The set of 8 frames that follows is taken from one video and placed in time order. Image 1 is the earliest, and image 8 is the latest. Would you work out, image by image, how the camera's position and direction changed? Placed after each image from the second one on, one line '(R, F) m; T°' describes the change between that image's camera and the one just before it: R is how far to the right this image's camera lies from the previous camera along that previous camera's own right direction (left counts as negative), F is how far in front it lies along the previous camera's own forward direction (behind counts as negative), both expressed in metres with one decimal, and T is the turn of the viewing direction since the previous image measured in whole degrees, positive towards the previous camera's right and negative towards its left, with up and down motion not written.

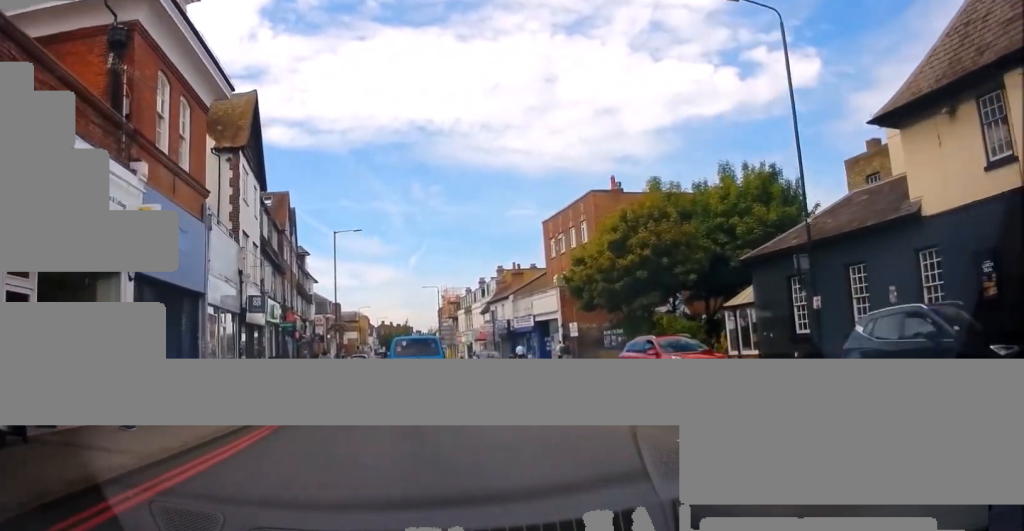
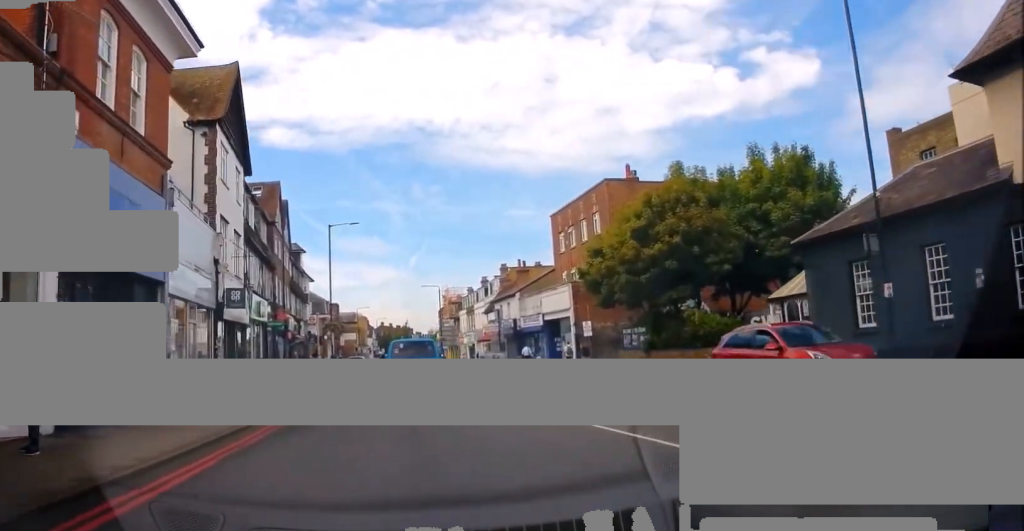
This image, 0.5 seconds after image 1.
(+0.3, +3.0) m; 0°
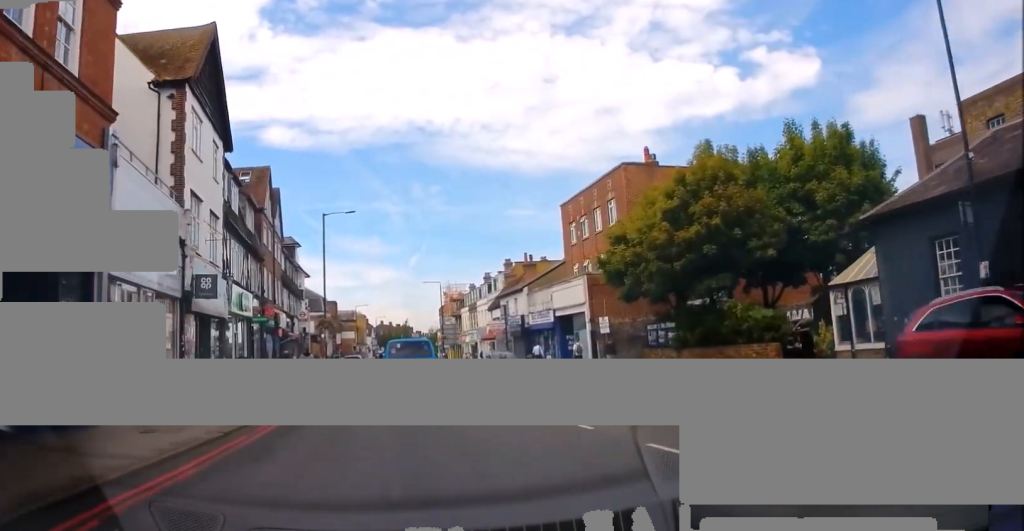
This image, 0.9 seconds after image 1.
(0.0, +3.1) m; 0°
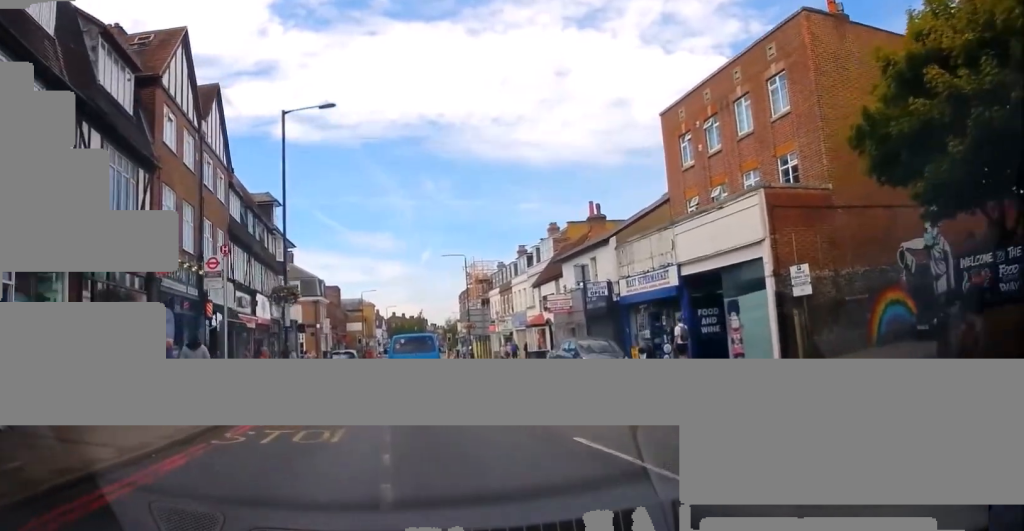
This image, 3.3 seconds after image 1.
(+0.2, +17.1) m; +1°
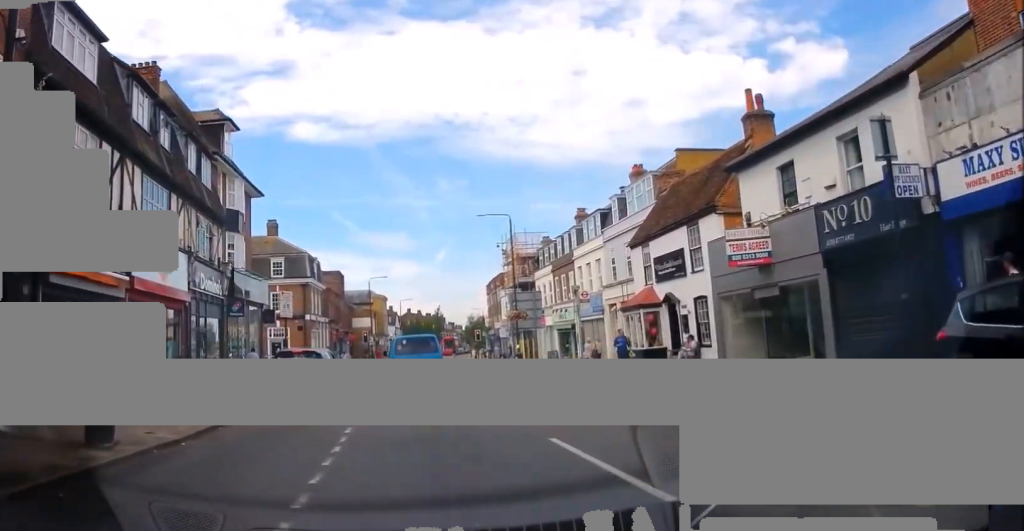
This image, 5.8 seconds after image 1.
(-0.3, +18.5) m; -1°
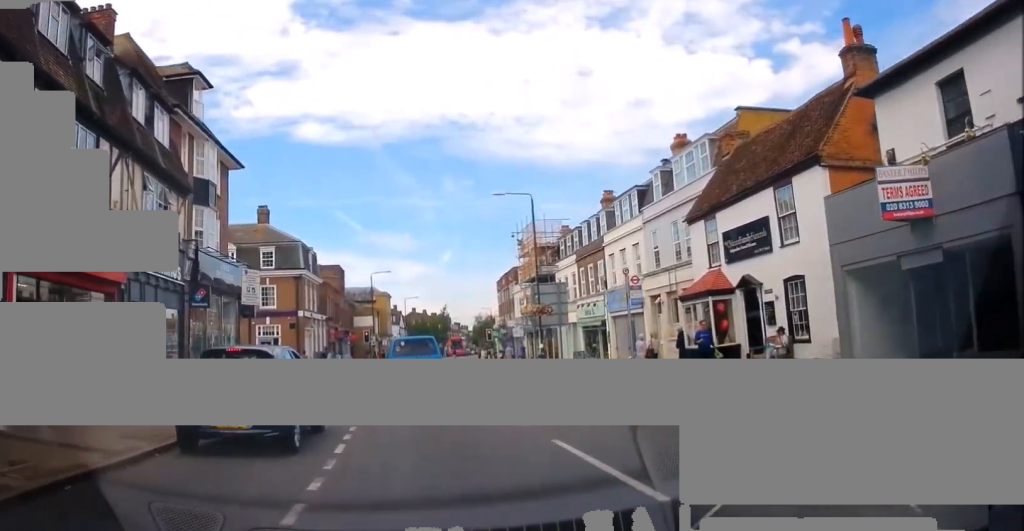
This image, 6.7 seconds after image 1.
(-0.4, +5.9) m; 0°
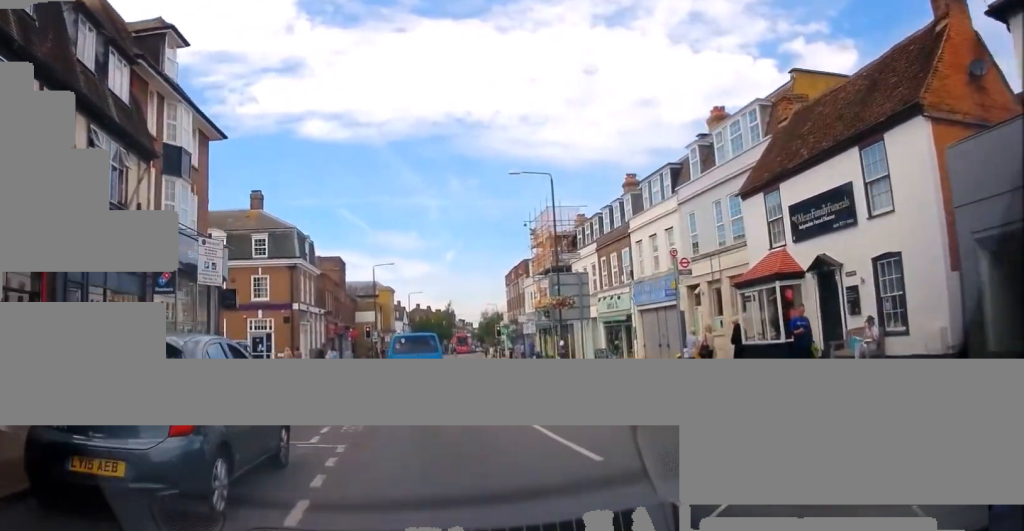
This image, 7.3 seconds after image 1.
(+0.3, +3.8) m; +1°
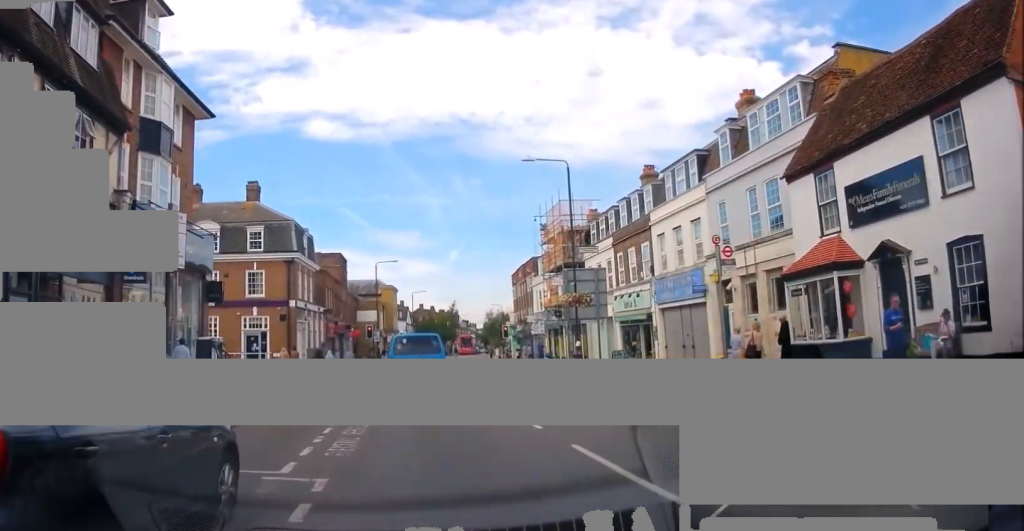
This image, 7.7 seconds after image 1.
(+0.2, +2.7) m; +1°
